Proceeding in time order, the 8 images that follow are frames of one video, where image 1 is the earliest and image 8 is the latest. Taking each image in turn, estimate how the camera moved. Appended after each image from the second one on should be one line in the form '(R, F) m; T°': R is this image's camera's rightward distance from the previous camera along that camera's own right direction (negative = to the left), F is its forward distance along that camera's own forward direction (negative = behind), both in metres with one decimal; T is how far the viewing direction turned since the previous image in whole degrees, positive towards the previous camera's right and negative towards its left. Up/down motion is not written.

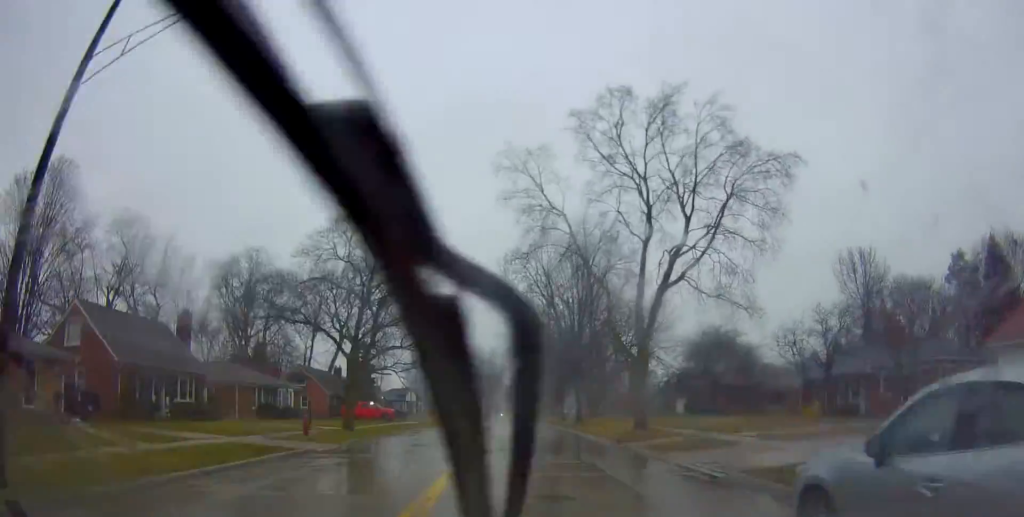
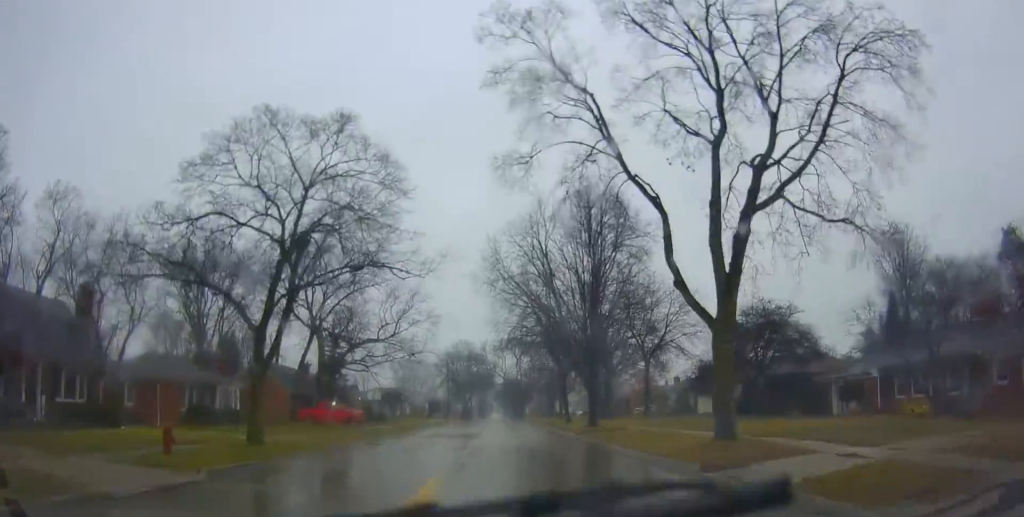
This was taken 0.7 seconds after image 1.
(-0.6, +10.9) m; 0°
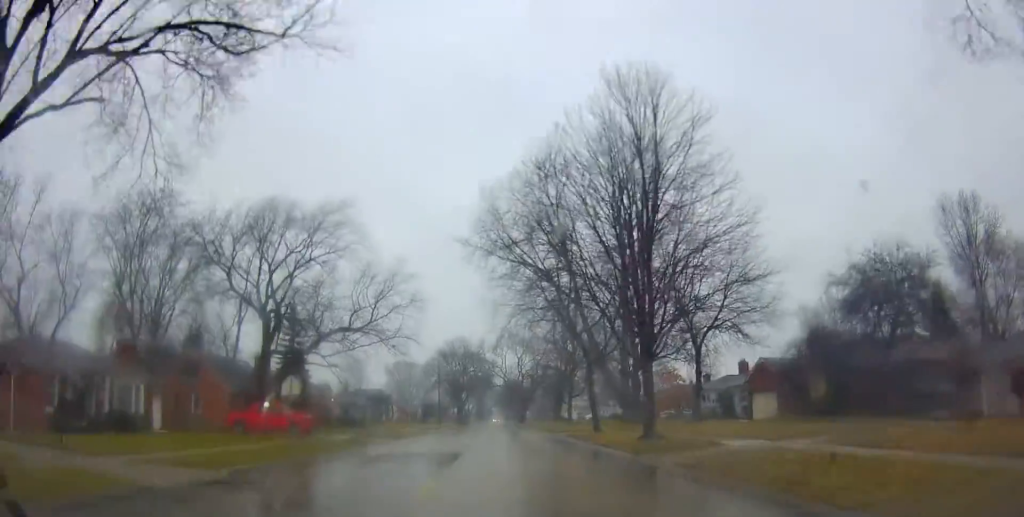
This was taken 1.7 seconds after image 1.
(+0.6, +14.2) m; +3°
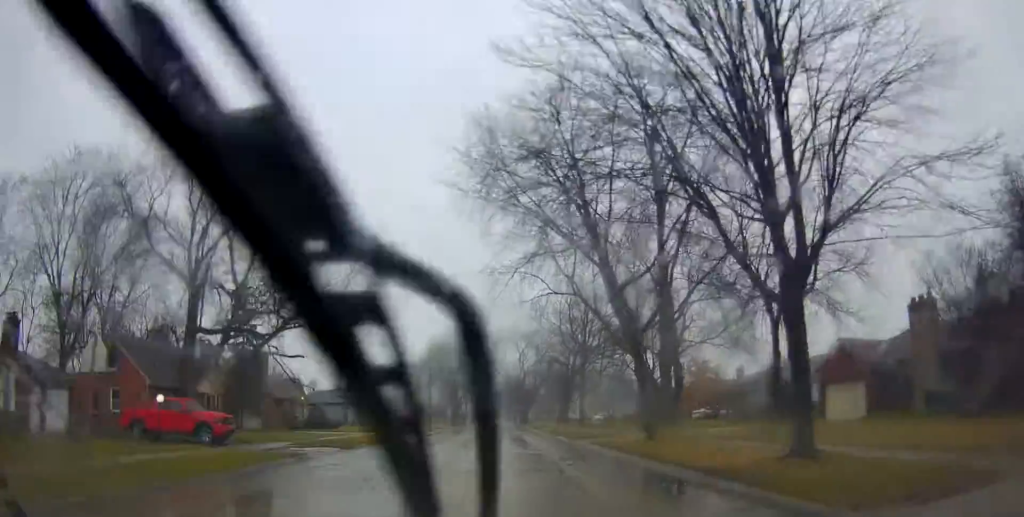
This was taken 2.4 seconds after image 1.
(+0.1, +11.9) m; 0°
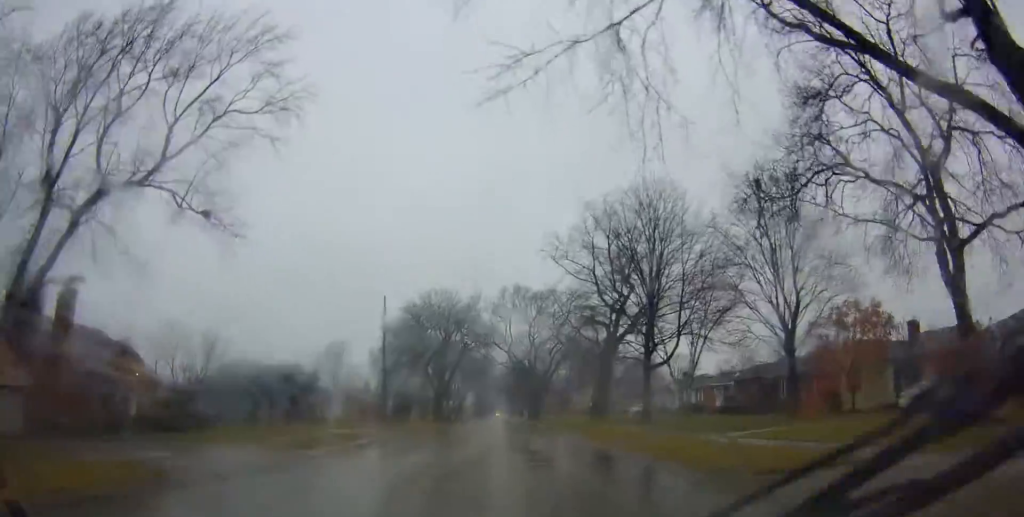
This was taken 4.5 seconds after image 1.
(-1.1, +32.3) m; -4°
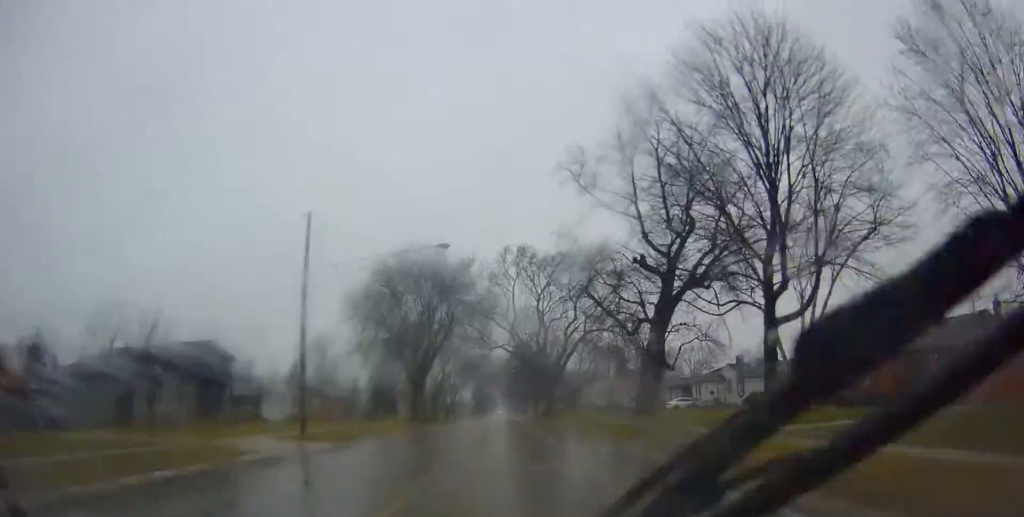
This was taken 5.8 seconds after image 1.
(+0.1, +19.9) m; +2°
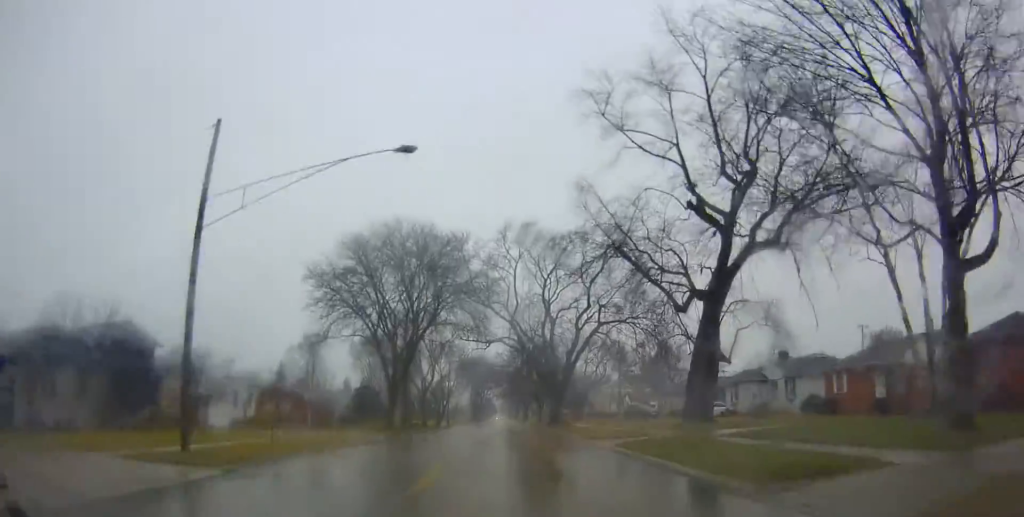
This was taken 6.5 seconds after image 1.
(+0.3, +10.8) m; +1°
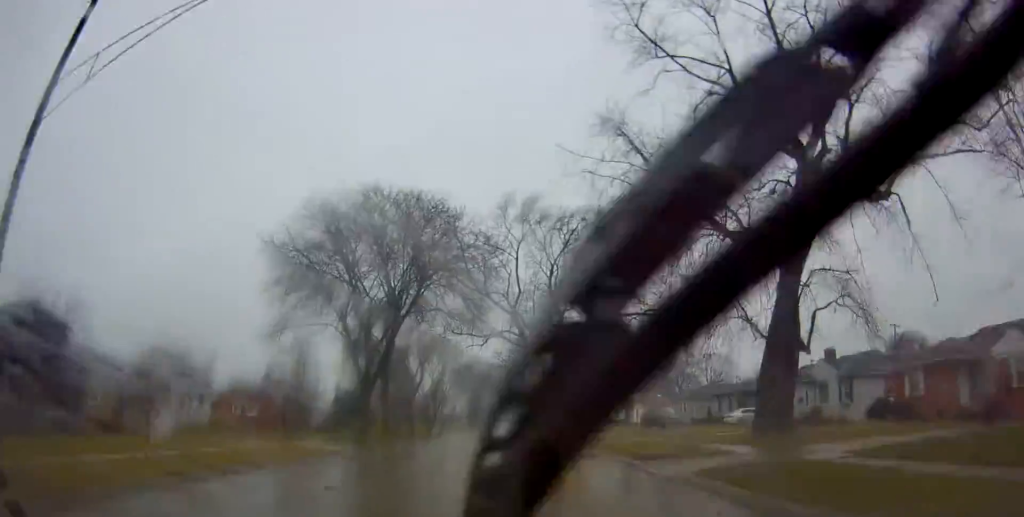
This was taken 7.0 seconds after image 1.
(+0.1, +8.7) m; 0°
